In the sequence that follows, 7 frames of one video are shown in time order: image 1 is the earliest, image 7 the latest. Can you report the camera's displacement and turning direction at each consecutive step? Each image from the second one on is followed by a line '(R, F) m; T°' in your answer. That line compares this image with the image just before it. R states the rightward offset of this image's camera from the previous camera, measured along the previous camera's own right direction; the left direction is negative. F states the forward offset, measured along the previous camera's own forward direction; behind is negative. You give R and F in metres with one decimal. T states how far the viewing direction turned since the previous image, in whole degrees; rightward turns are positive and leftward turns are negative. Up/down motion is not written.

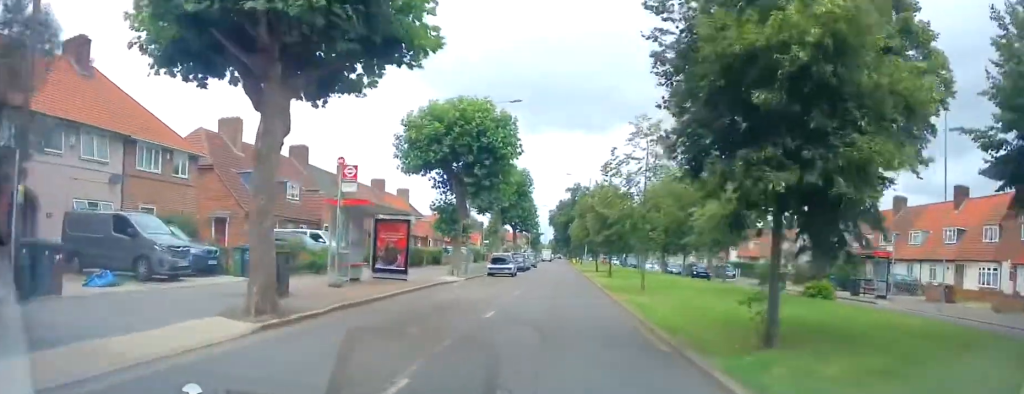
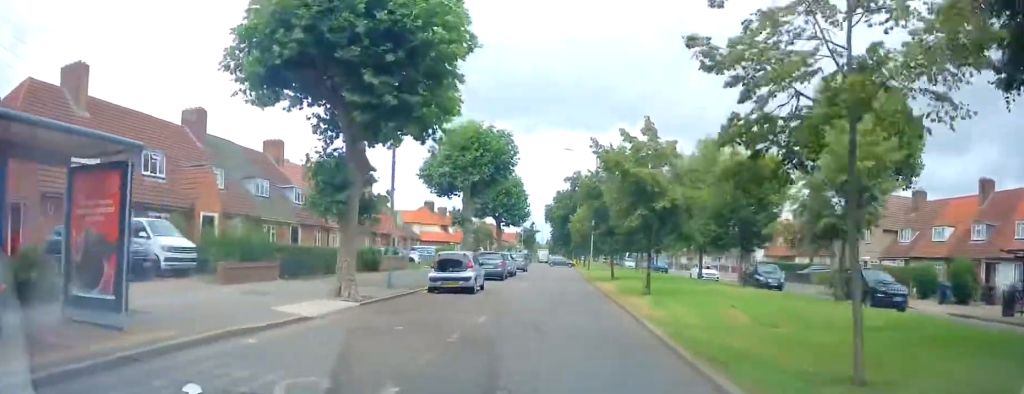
(0.0, +15.4) m; 0°
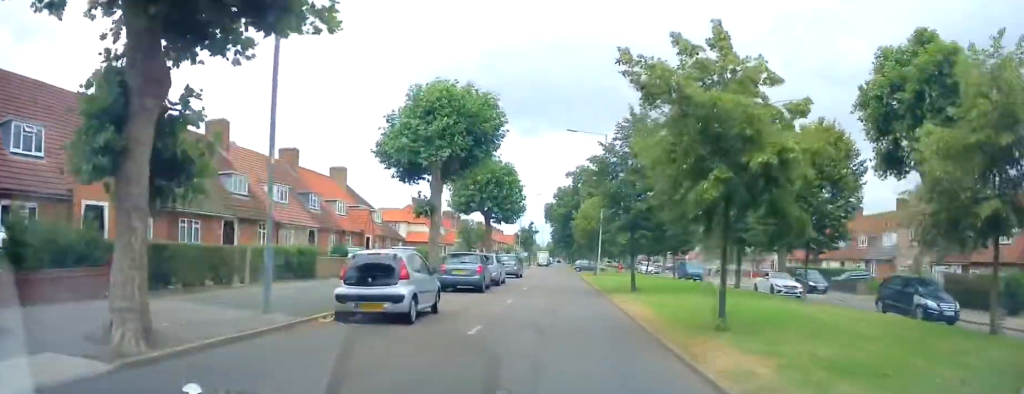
(+0.1, +8.6) m; 0°
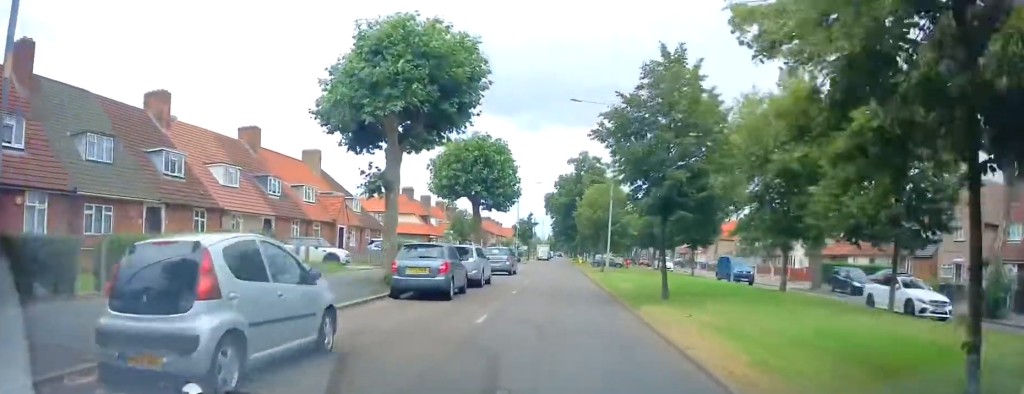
(+0.1, +6.8) m; 0°
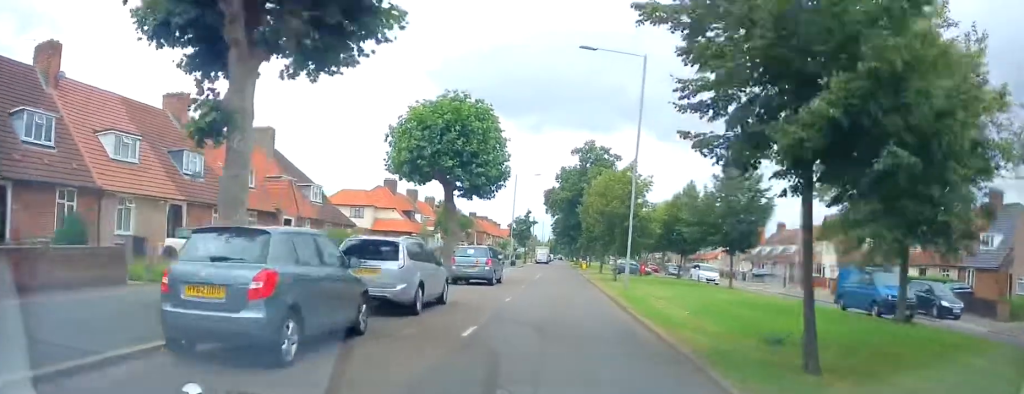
(-0.3, +9.6) m; 0°
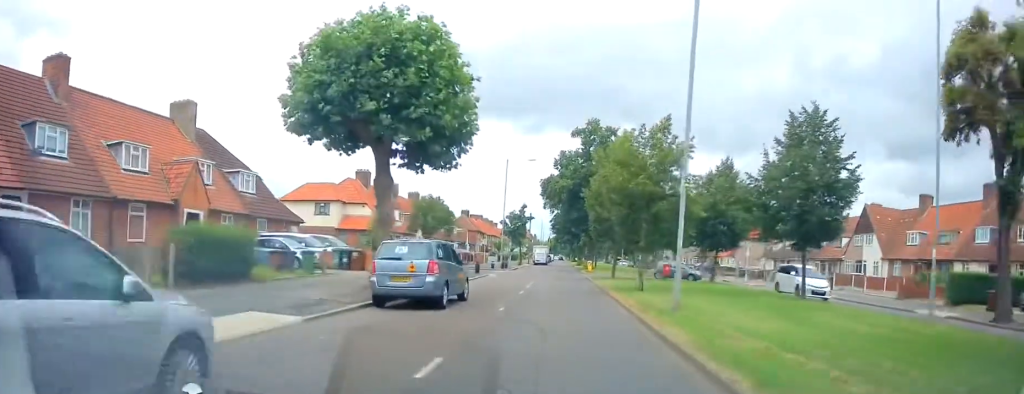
(+0.4, +10.7) m; 0°
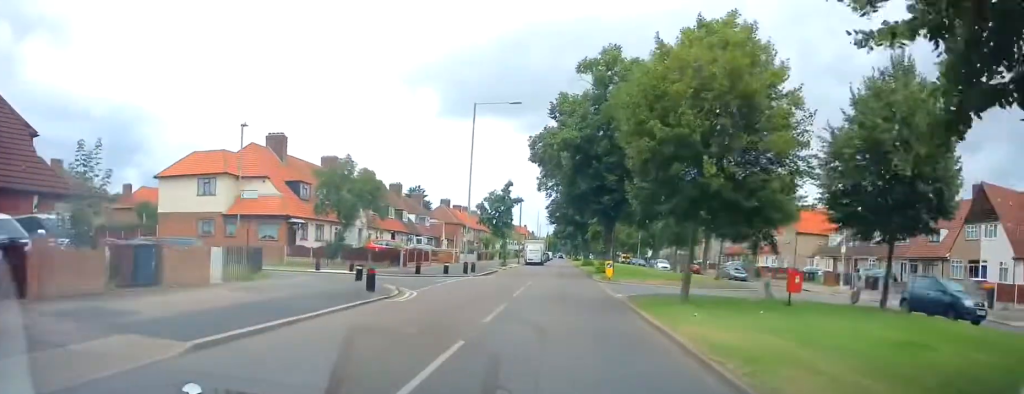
(0.0, +20.3) m; 0°
